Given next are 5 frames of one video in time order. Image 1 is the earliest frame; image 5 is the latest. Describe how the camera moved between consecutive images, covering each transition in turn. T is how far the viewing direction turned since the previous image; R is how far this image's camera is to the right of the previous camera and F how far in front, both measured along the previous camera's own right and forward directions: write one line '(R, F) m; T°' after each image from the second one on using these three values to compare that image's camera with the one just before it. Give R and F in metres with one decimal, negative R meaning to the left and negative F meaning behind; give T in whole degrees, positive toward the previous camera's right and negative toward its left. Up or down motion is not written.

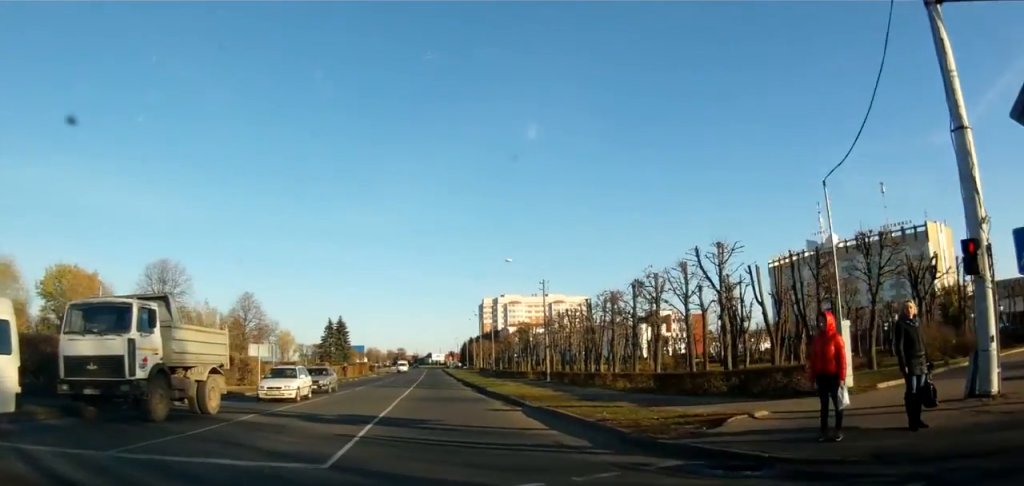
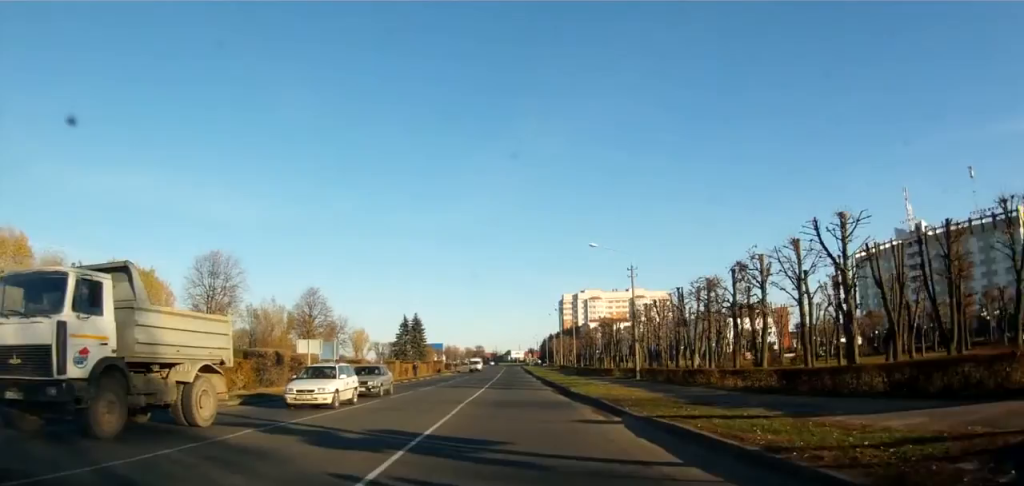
(-0.5, +5.7) m; -5°
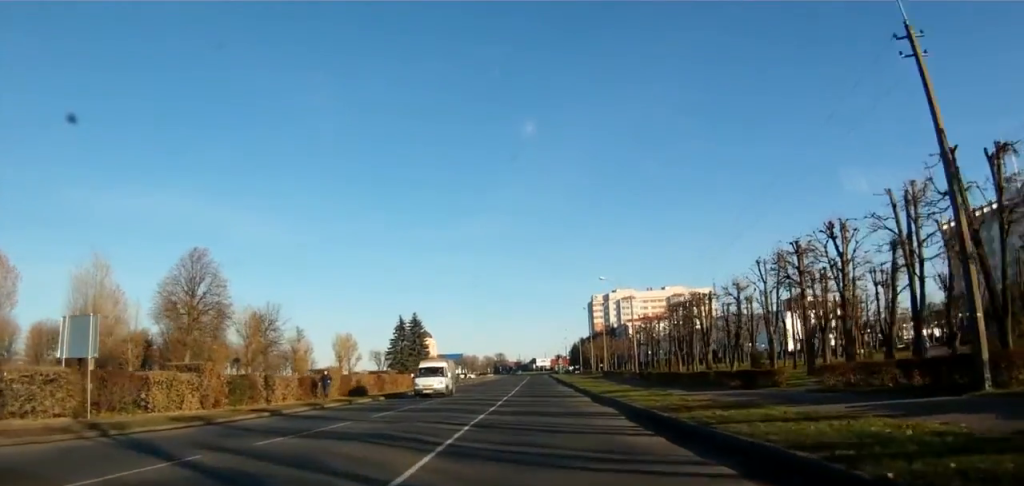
(-1.9, +33.9) m; -3°
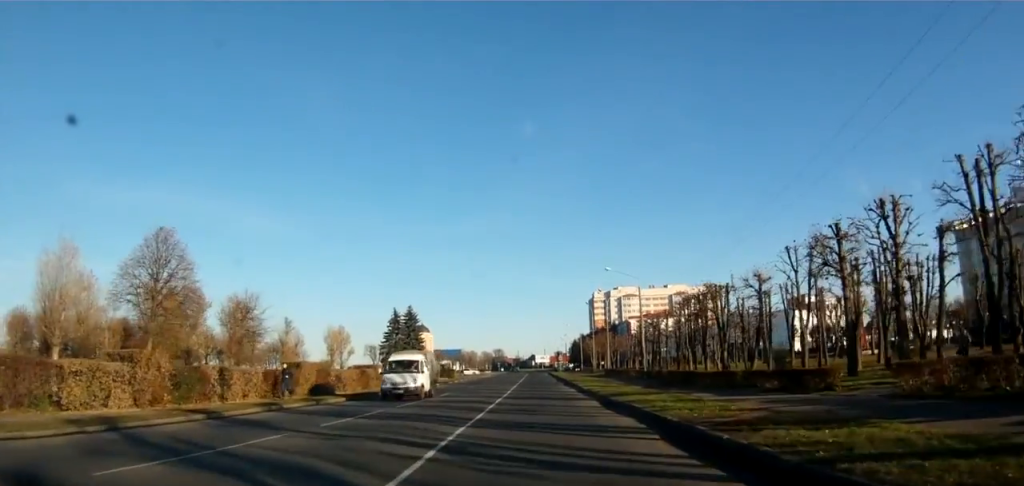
(+0.3, +5.1) m; 0°
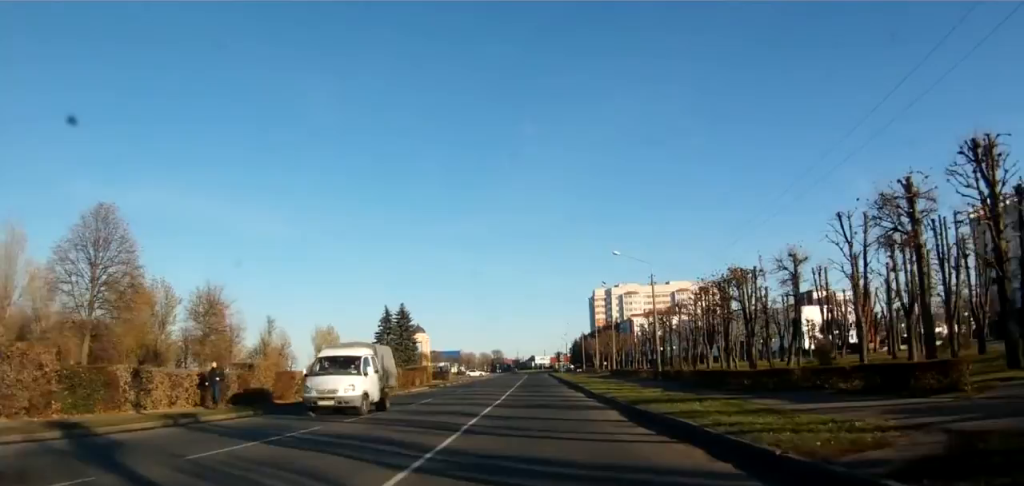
(+0.1, +6.5) m; 0°
